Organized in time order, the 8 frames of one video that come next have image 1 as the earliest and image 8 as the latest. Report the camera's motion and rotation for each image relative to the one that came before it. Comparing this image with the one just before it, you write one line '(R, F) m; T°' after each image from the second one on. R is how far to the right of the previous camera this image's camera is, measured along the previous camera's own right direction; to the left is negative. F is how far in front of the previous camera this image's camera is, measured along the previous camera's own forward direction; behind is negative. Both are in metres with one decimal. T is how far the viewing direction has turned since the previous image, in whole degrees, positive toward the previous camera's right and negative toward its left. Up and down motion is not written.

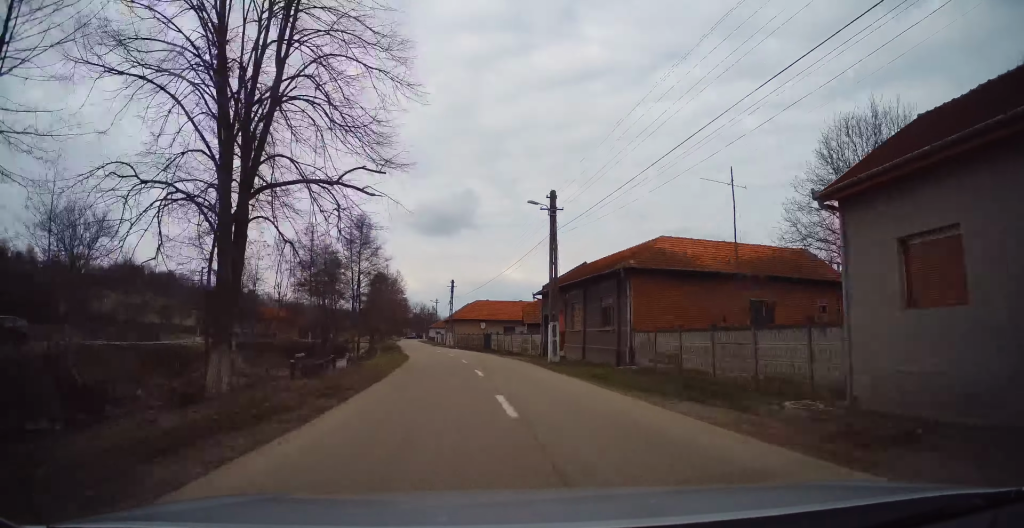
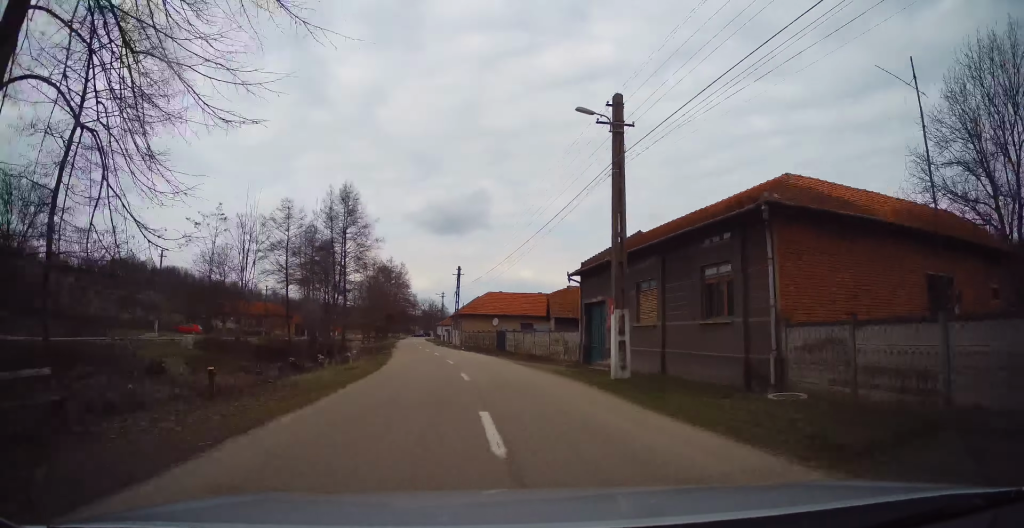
(+0.2, +11.4) m; 0°
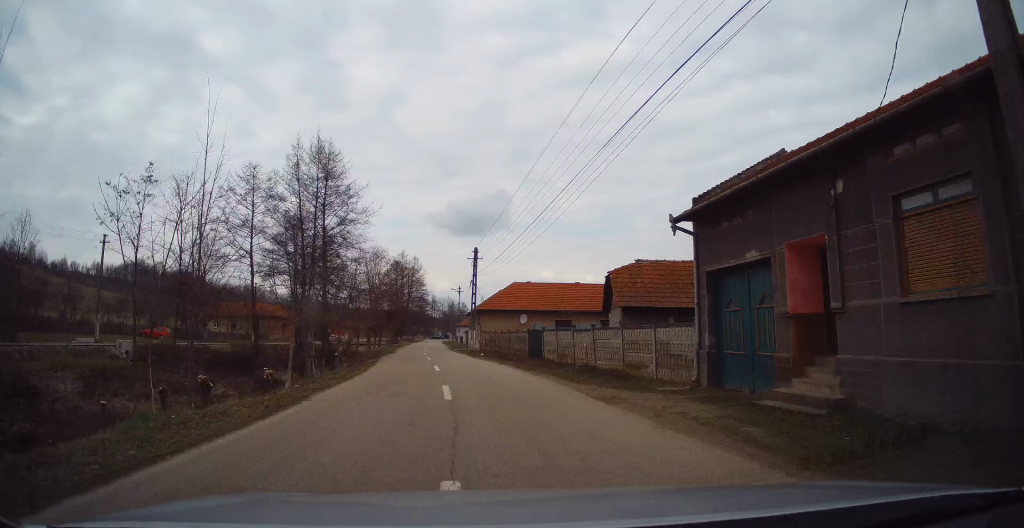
(+0.1, +12.8) m; 0°
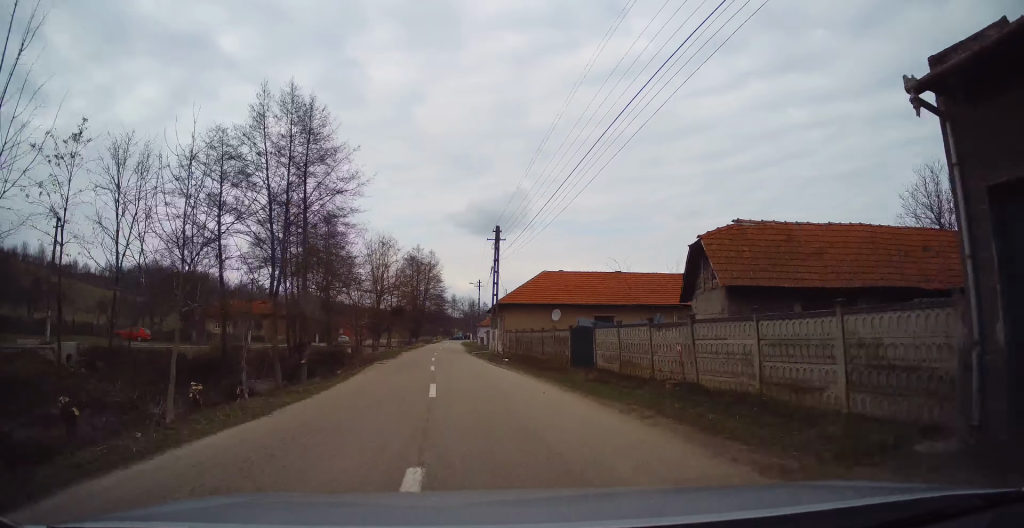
(-0.1, +8.6) m; -1°
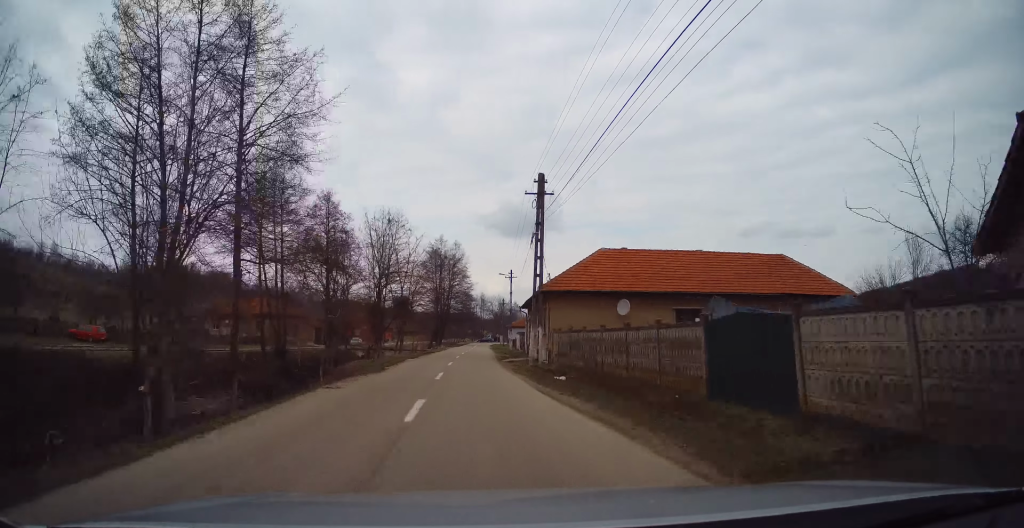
(0.0, +12.2) m; -2°
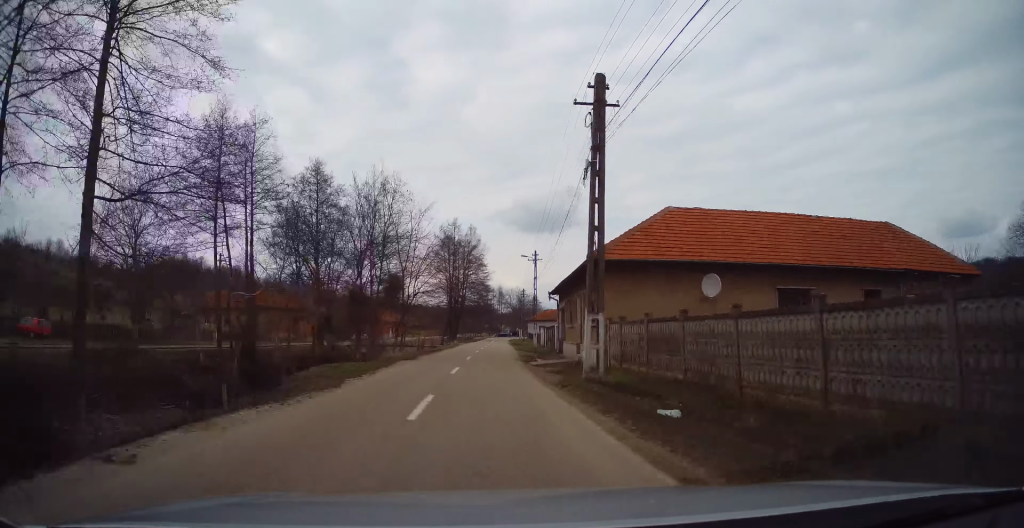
(-0.3, +9.3) m; -2°
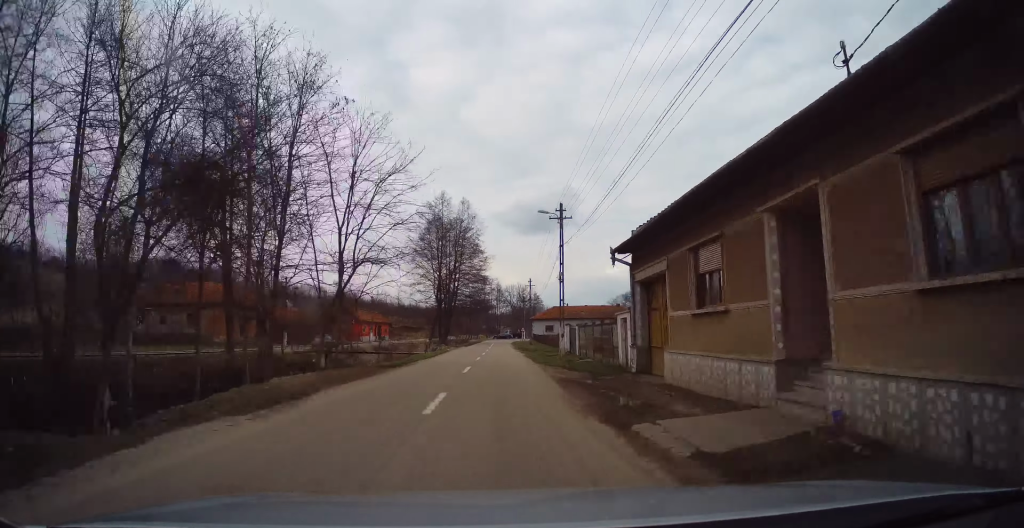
(-0.5, +17.8) m; -2°
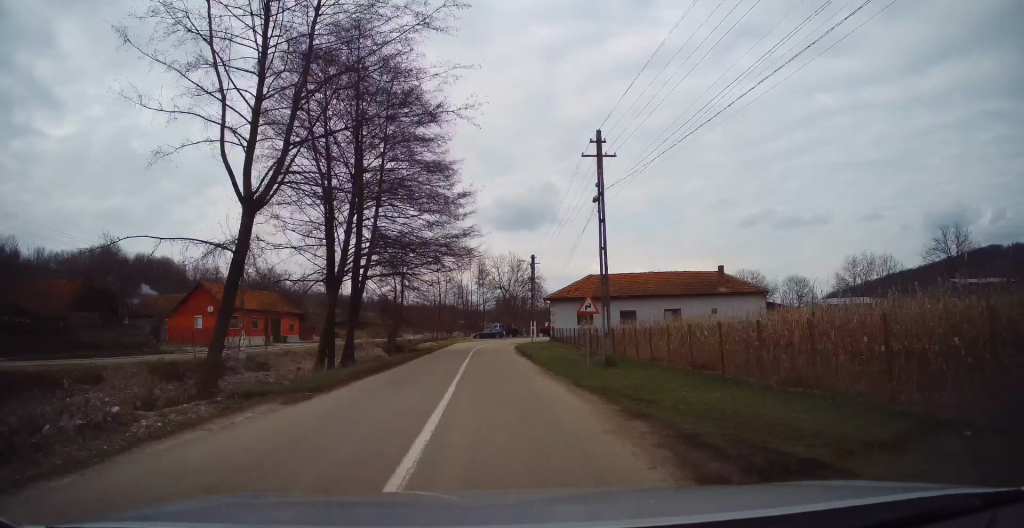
(0.0, +50.5) m; 0°
